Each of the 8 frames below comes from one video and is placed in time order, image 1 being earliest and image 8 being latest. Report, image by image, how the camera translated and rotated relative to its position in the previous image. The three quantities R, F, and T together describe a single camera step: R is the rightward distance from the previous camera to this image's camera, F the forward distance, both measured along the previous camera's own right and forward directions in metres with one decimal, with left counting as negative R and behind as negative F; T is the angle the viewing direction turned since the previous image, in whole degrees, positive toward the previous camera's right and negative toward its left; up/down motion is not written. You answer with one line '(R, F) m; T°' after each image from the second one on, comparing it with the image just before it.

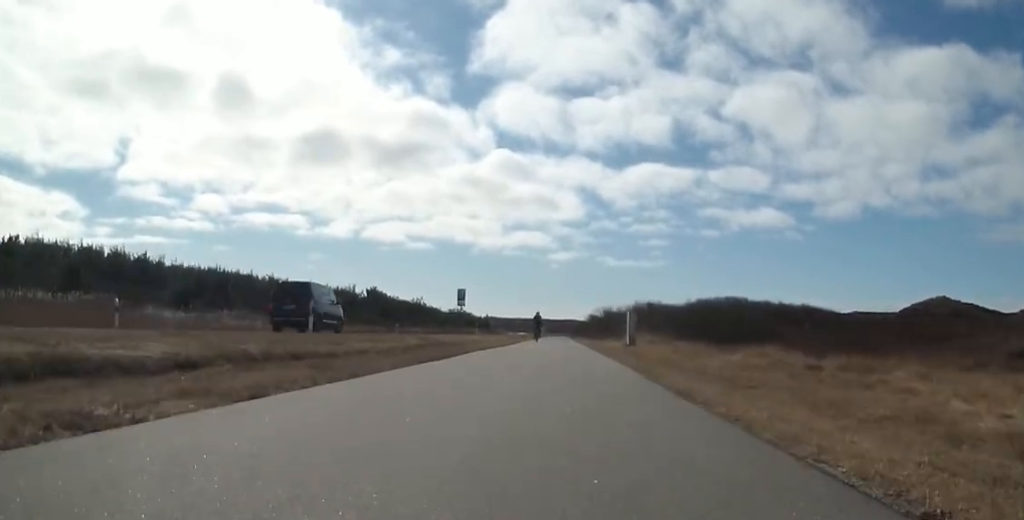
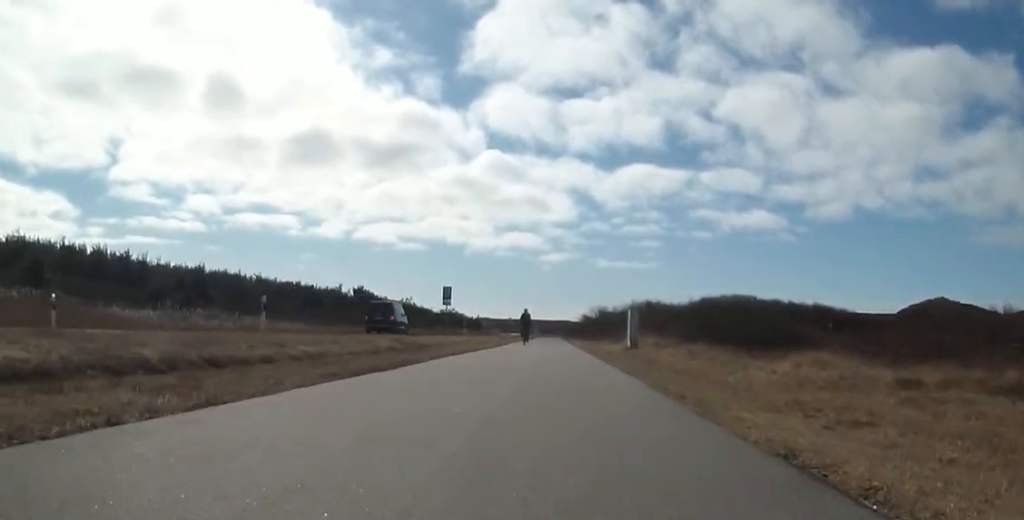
(-0.3, +3.6) m; 0°
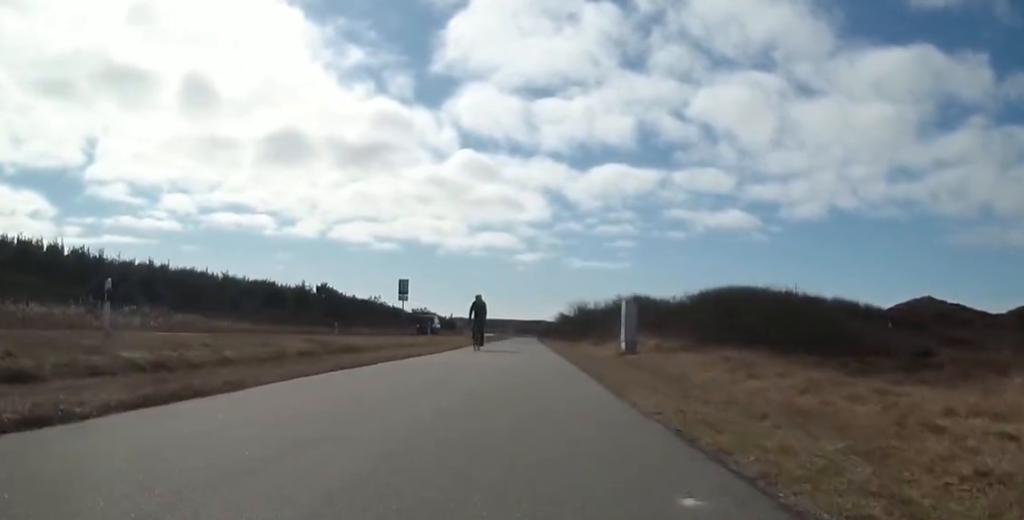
(+0.6, +7.2) m; -1°
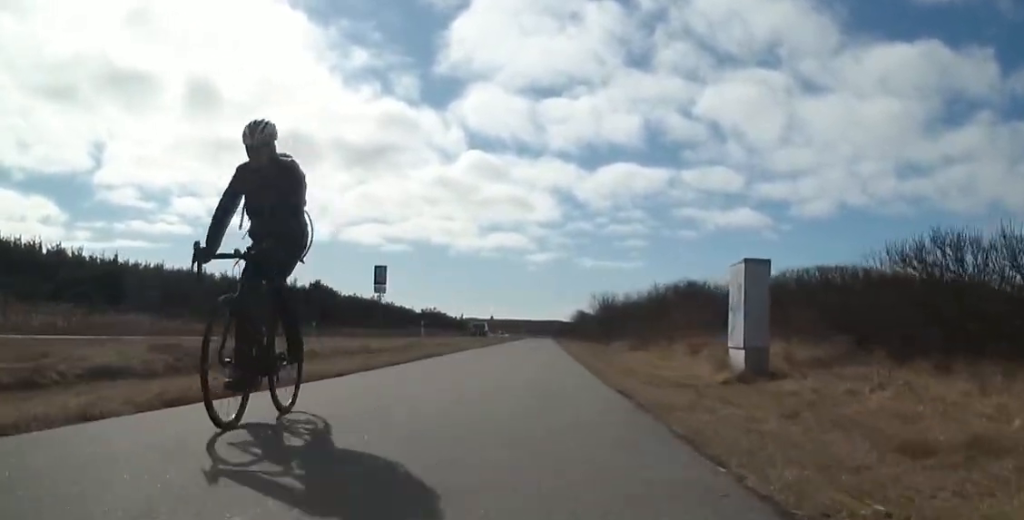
(-1.1, +10.5) m; -1°
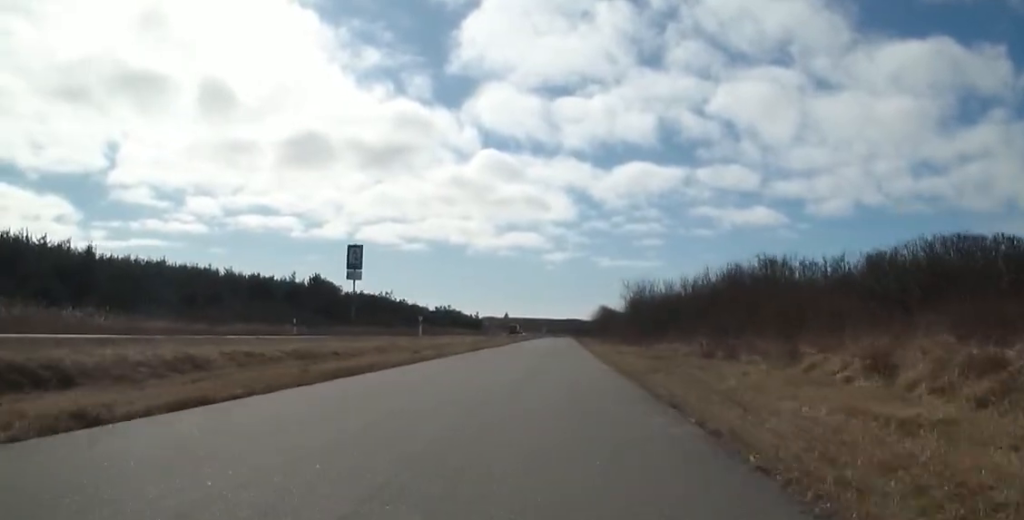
(+0.8, +8.2) m; +2°
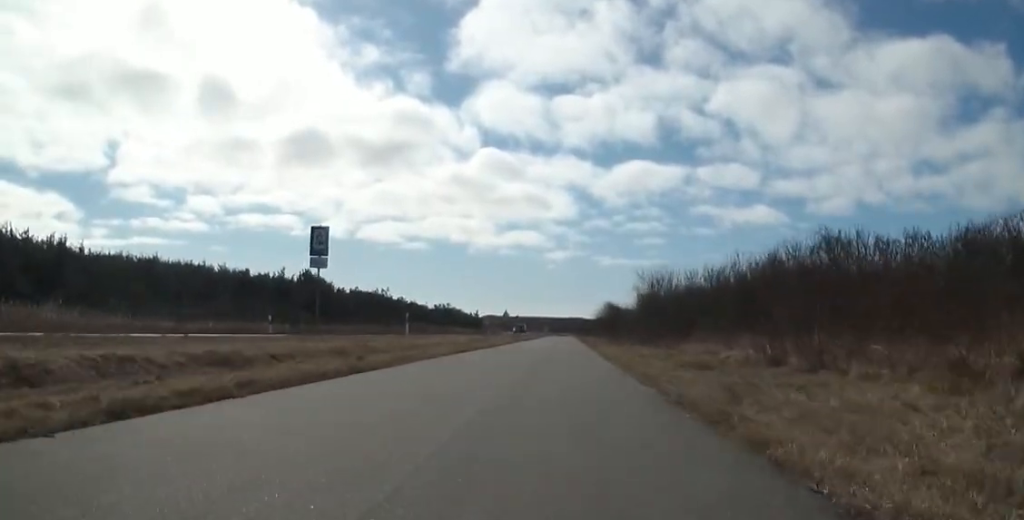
(-0.4, +4.7) m; 0°
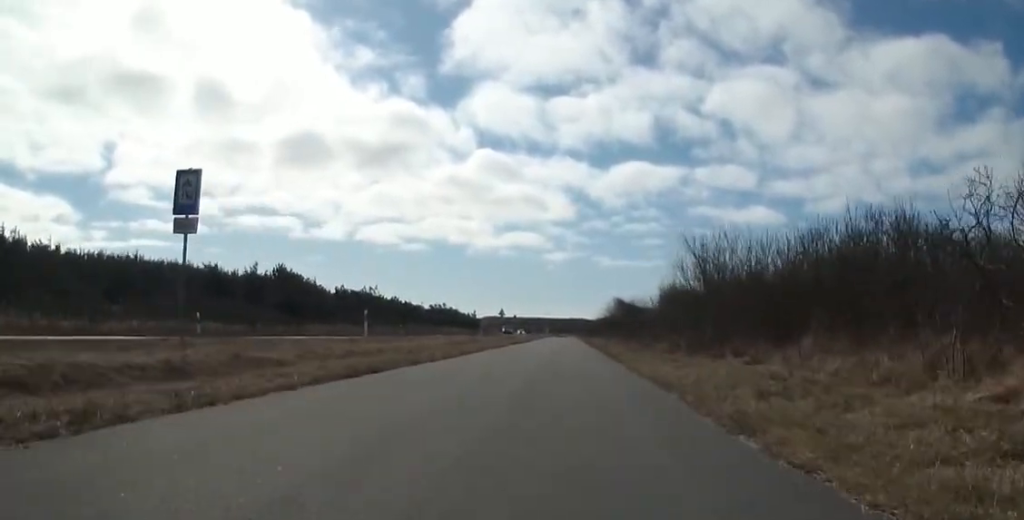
(+0.5, +9.2) m; 0°
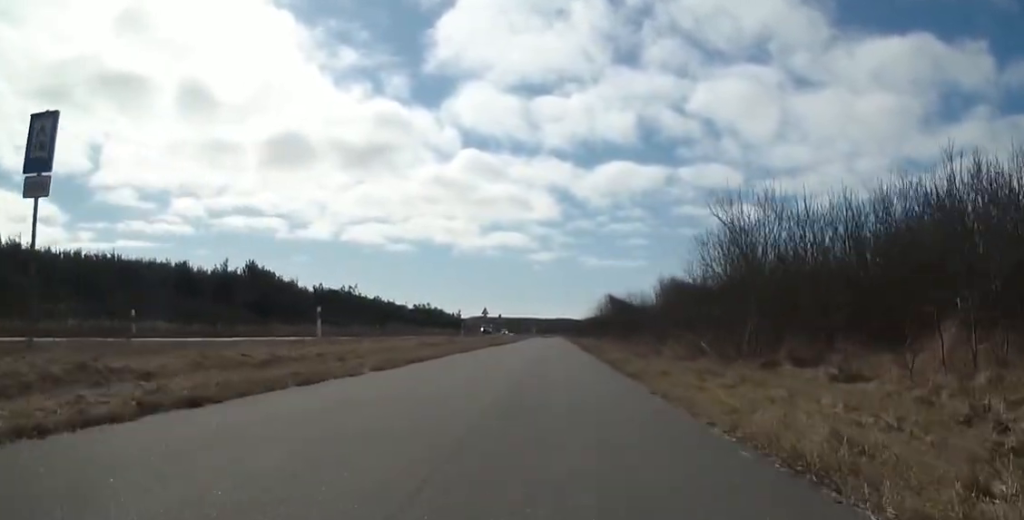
(-0.6, +4.7) m; -4°
